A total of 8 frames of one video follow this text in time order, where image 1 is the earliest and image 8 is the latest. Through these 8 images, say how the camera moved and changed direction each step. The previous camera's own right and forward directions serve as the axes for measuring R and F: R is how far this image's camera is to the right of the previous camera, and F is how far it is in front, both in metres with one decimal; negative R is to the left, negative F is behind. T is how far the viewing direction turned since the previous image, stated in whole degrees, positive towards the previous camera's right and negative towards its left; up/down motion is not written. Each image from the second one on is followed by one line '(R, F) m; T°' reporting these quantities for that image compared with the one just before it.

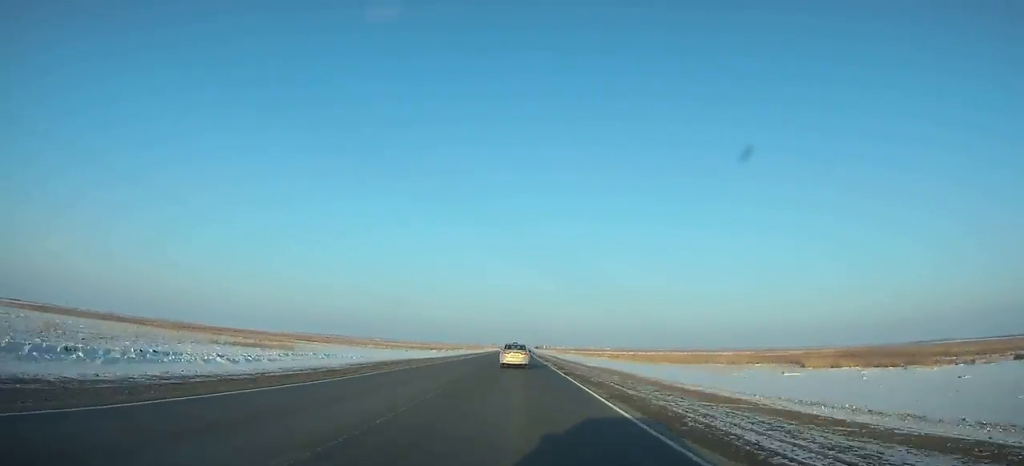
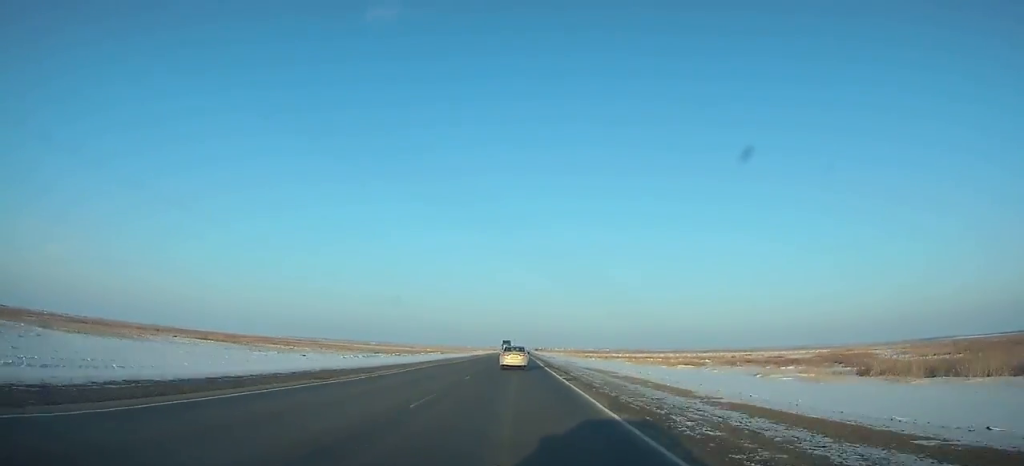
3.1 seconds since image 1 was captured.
(0.0, +76.3) m; 0°
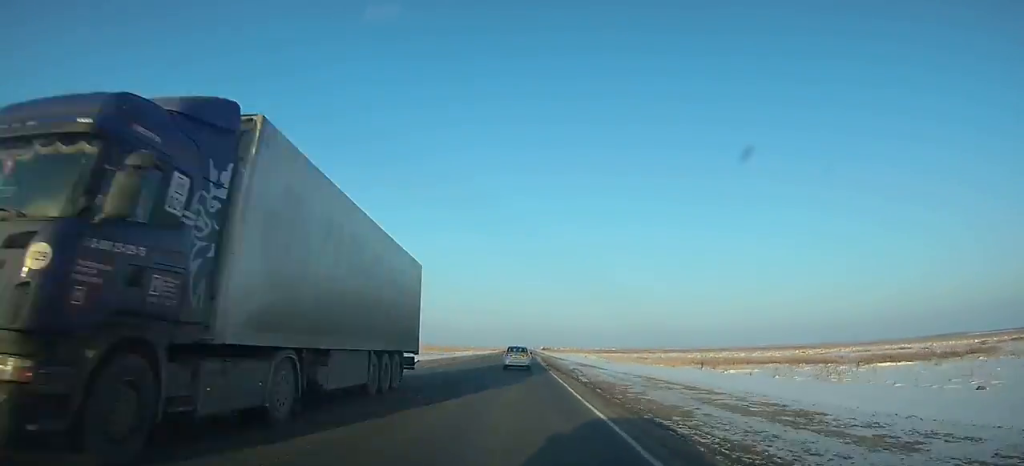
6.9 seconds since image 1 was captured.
(-0.3, +94.5) m; 0°
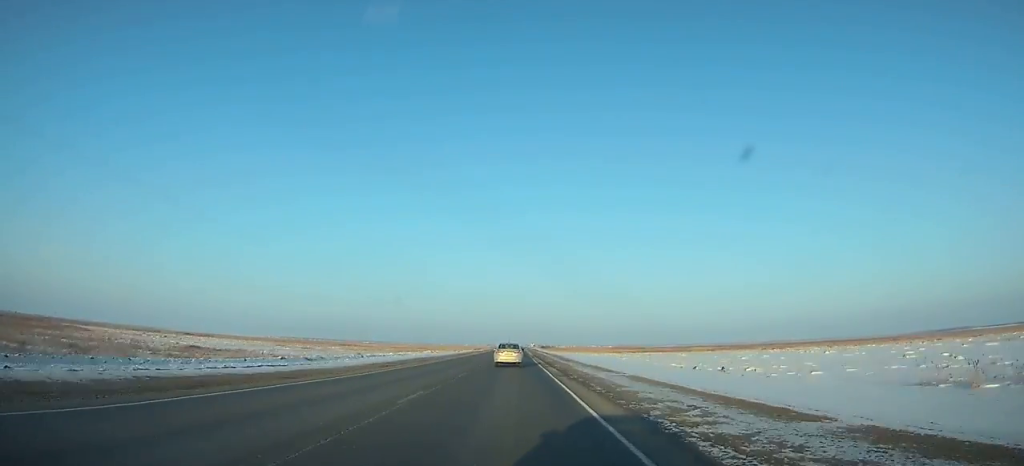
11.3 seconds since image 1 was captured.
(+0.4, +110.3) m; 0°
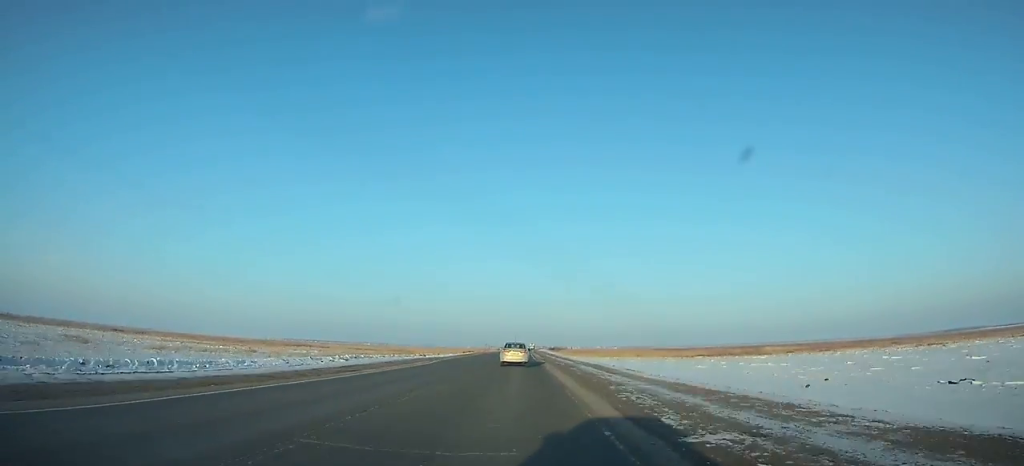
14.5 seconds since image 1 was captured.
(0.0, +80.6) m; 0°
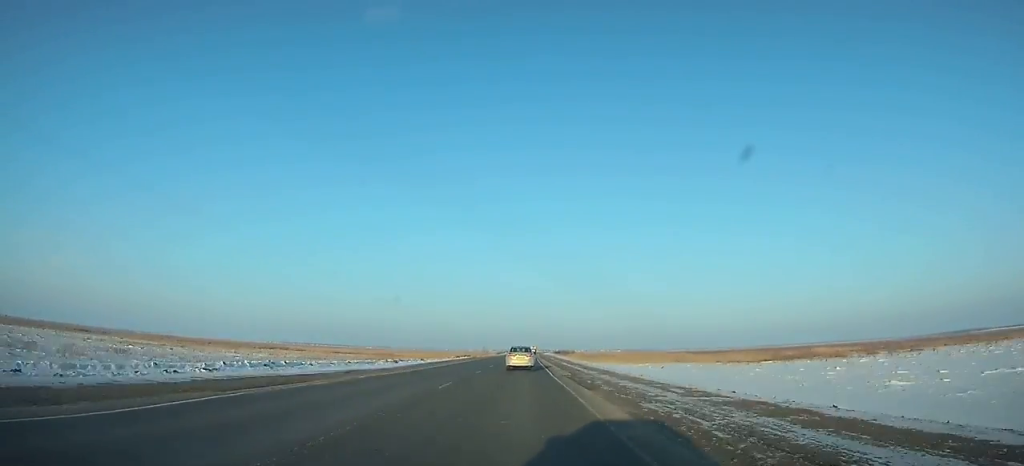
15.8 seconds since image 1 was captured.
(-0.1, +32.8) m; 0°
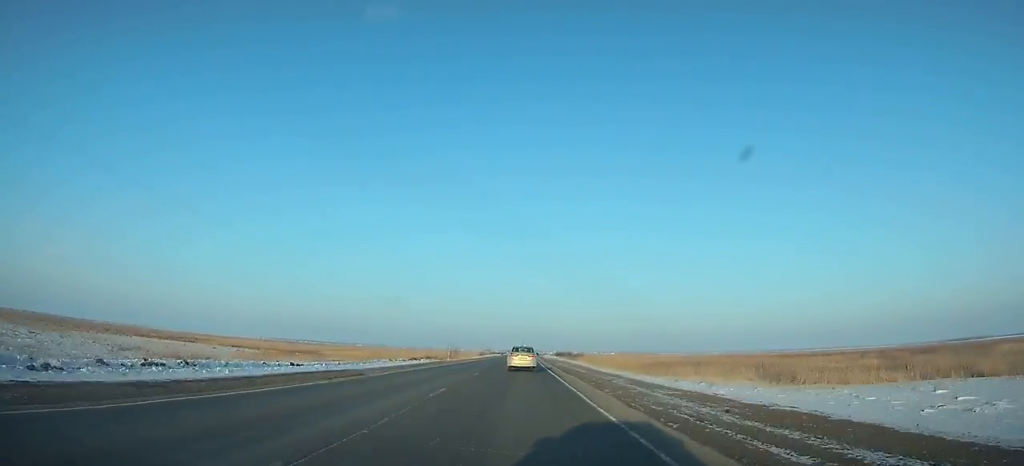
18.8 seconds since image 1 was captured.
(+0.5, +76.0) m; +1°
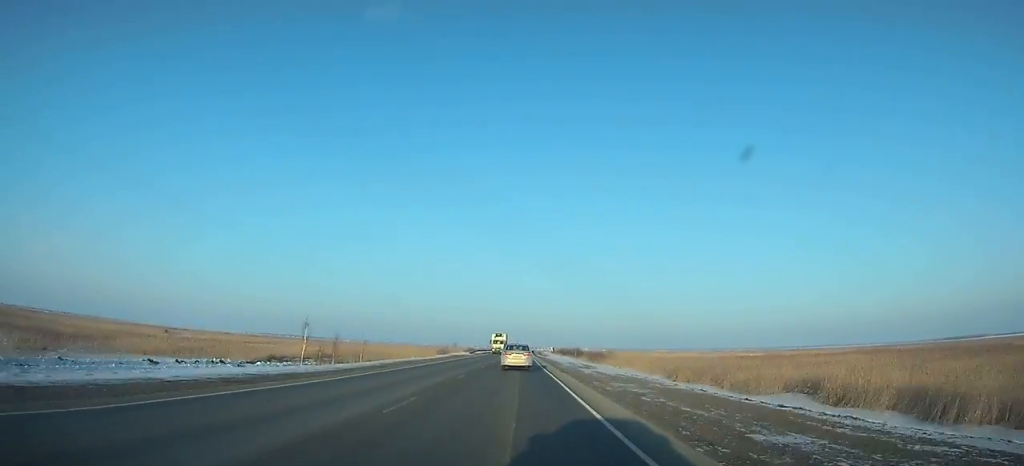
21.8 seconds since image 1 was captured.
(+0.5, +76.2) m; 0°
